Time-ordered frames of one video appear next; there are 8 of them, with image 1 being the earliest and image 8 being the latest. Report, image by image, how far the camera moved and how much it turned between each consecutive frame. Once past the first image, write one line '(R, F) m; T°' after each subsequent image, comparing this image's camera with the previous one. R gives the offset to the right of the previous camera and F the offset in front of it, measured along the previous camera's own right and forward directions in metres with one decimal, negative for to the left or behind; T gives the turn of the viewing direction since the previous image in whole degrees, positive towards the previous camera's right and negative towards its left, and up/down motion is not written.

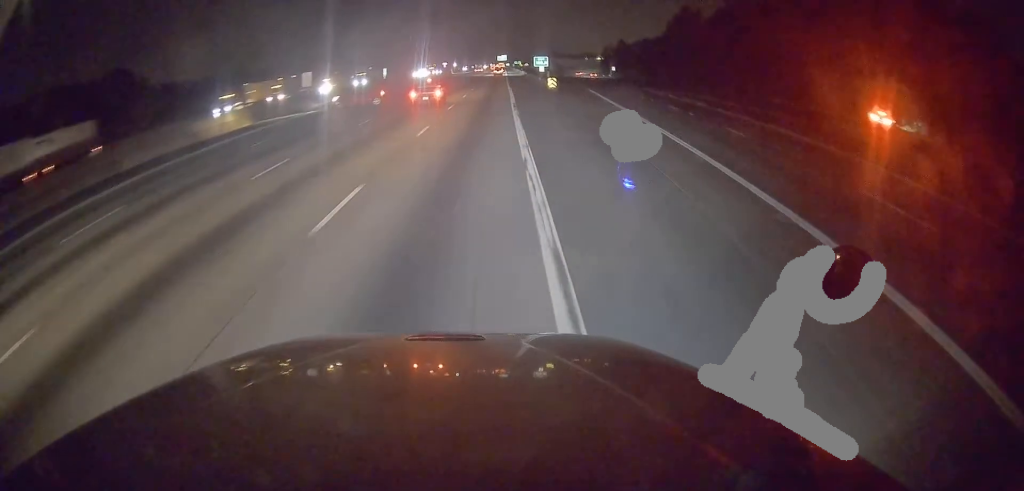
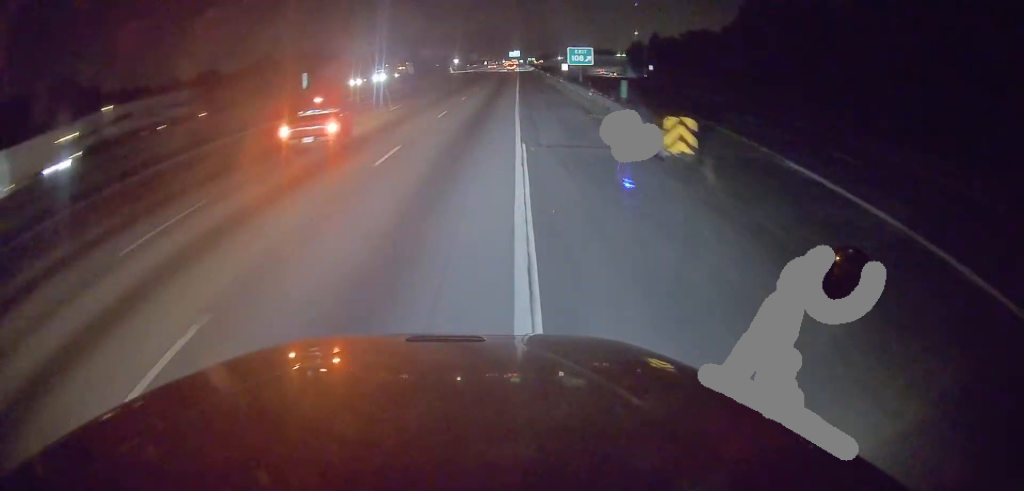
(-0.3, +42.4) m; -1°
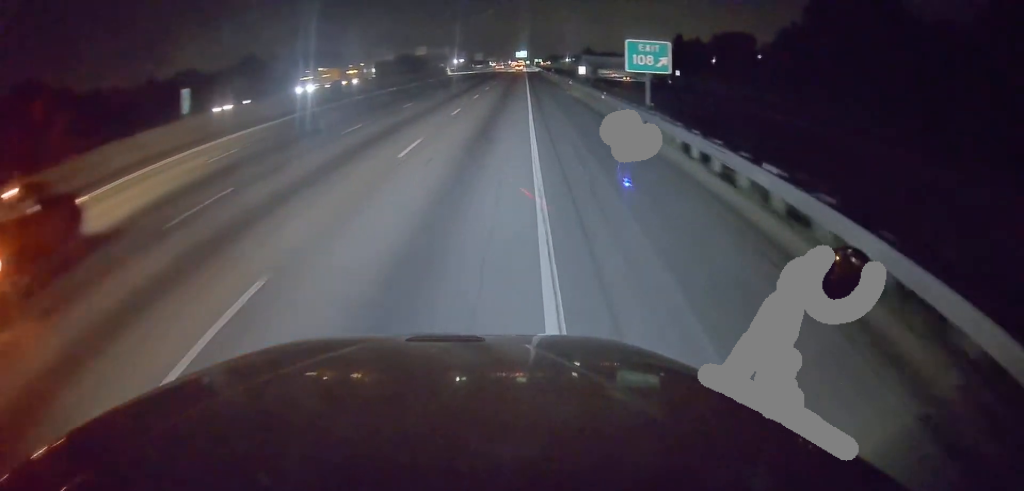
(+0.2, +22.4) m; 0°
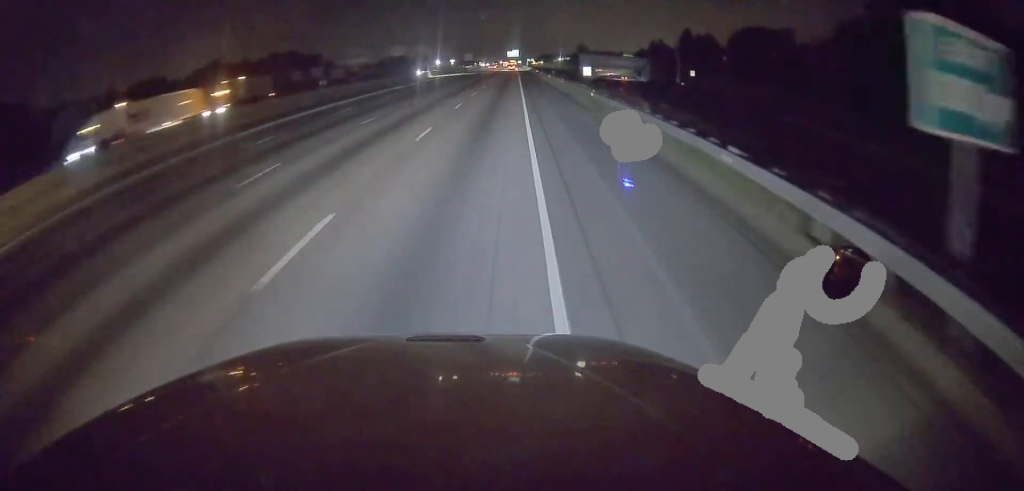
(-0.3, +20.5) m; -1°
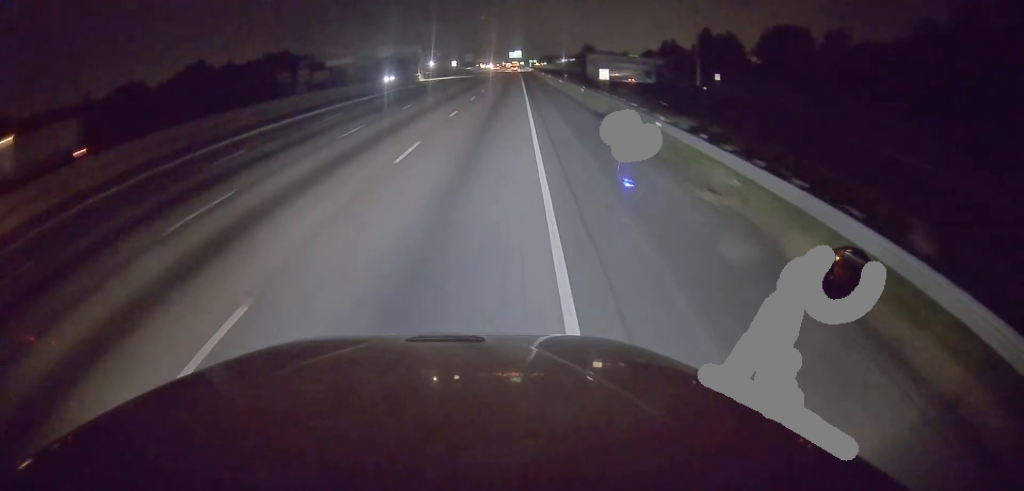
(-0.1, +15.9) m; +1°
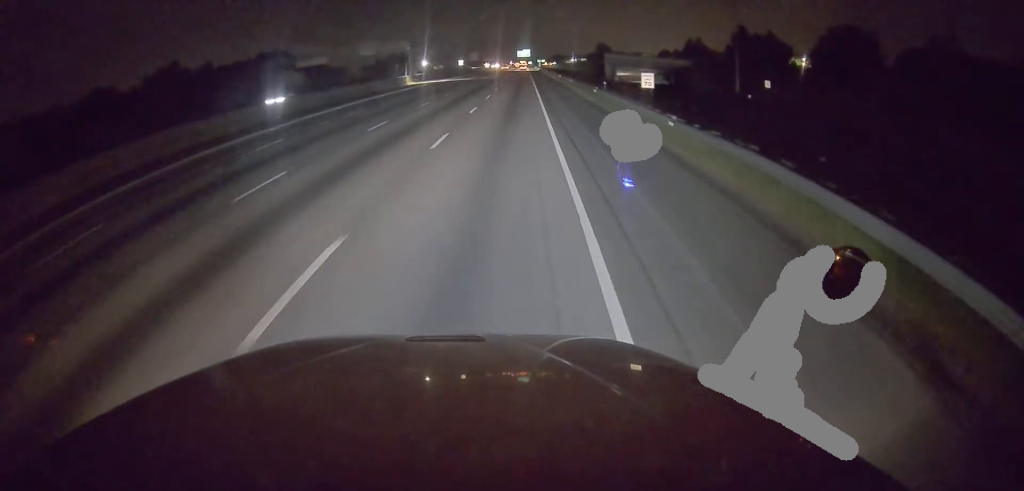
(+0.6, +22.0) m; +1°
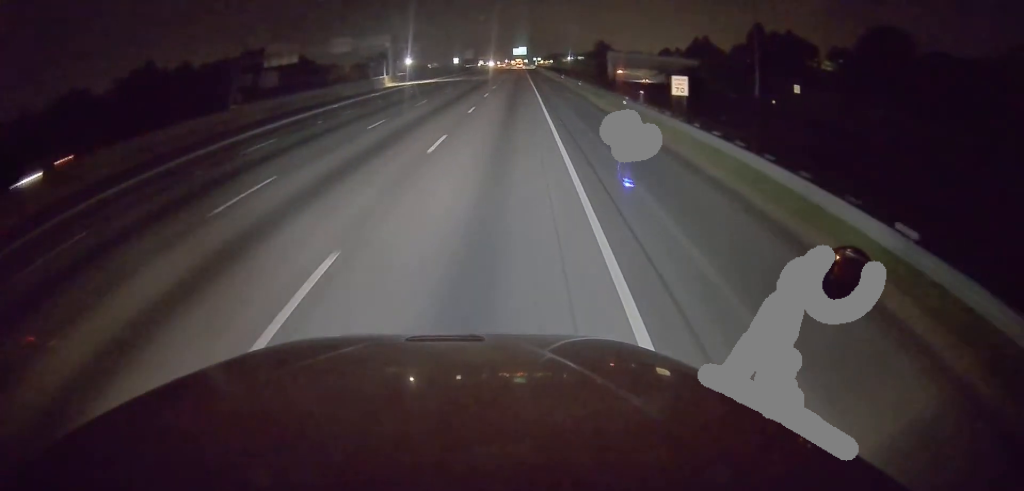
(0.0, +13.4) m; -1°
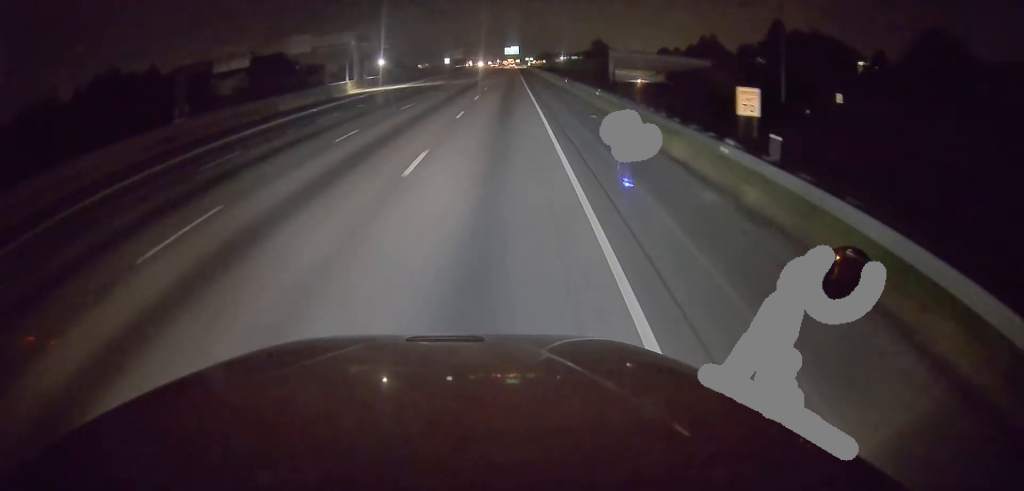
(-0.4, +14.9) m; +1°
